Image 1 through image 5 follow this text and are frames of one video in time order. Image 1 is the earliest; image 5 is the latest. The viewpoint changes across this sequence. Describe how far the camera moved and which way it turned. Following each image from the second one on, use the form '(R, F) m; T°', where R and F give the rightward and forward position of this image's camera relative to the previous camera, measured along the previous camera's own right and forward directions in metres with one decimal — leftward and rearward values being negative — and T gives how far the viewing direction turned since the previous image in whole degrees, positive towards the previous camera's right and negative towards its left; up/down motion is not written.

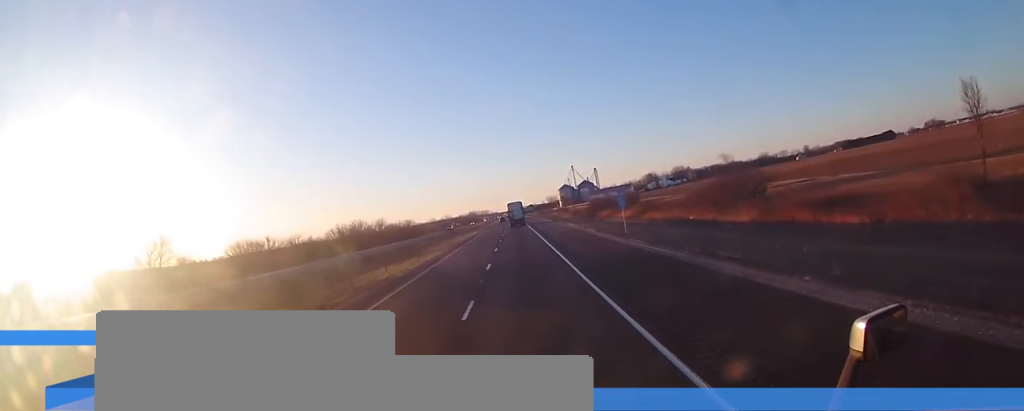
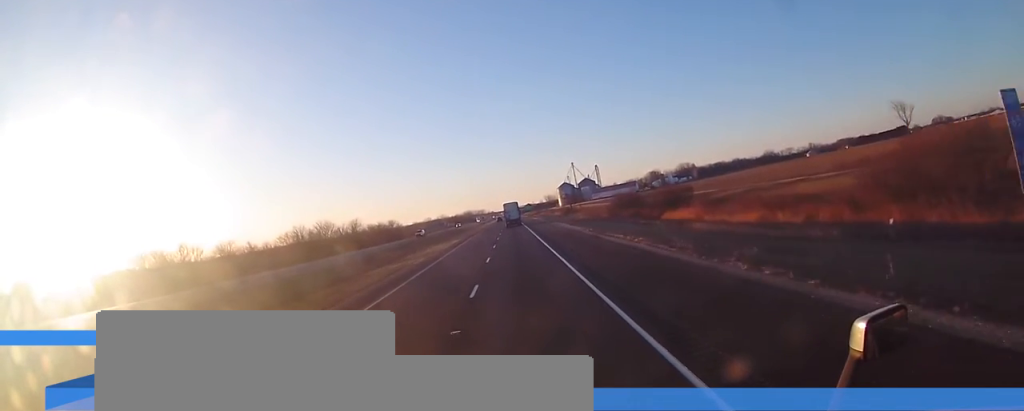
(+0.3, +33.8) m; 0°
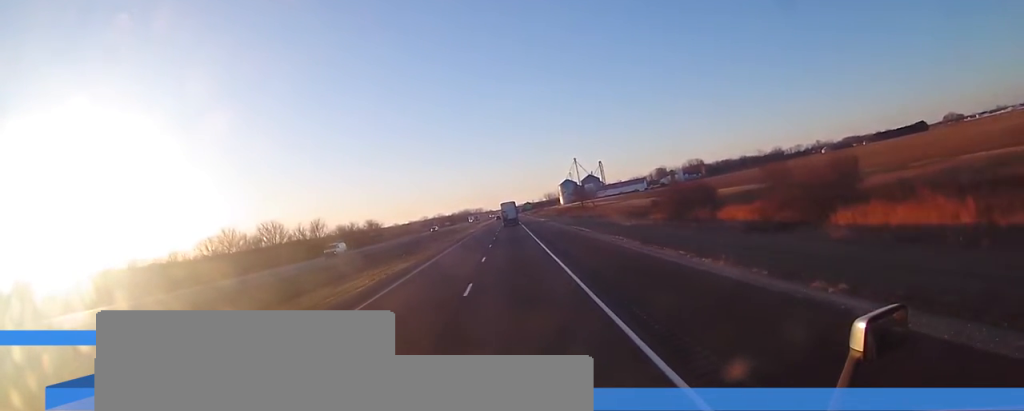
(-0.3, +36.3) m; 0°
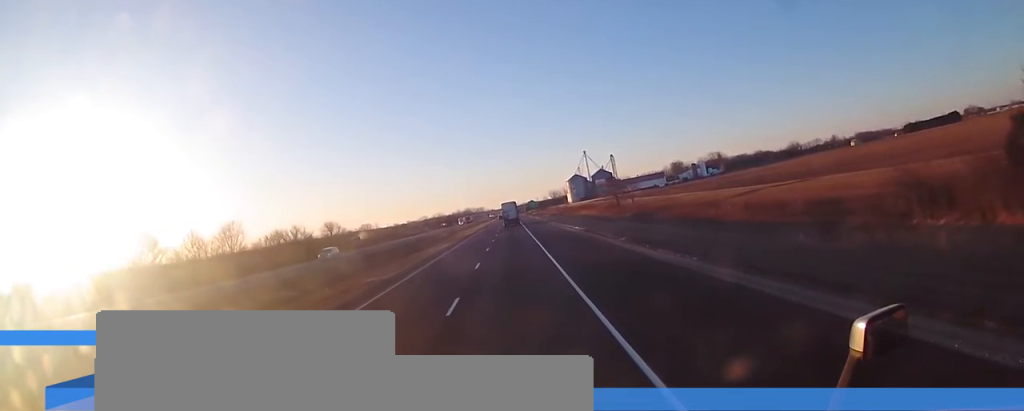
(+0.2, +51.5) m; -1°
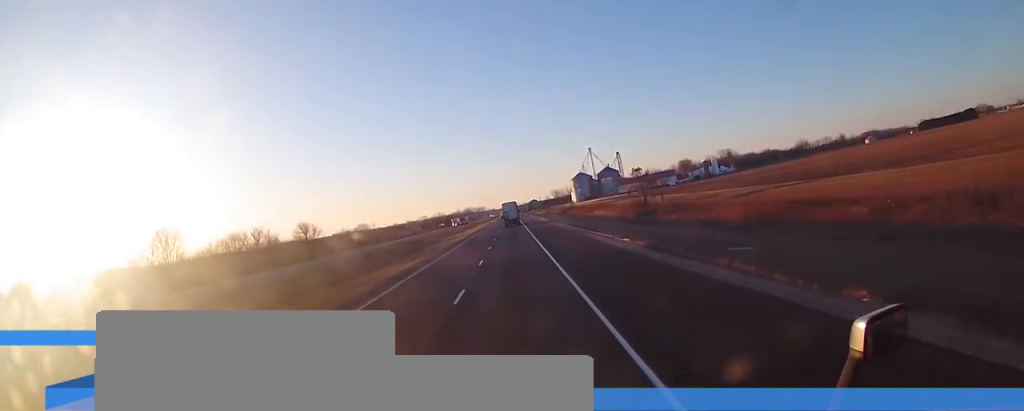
(-0.3, +22.7) m; 0°
